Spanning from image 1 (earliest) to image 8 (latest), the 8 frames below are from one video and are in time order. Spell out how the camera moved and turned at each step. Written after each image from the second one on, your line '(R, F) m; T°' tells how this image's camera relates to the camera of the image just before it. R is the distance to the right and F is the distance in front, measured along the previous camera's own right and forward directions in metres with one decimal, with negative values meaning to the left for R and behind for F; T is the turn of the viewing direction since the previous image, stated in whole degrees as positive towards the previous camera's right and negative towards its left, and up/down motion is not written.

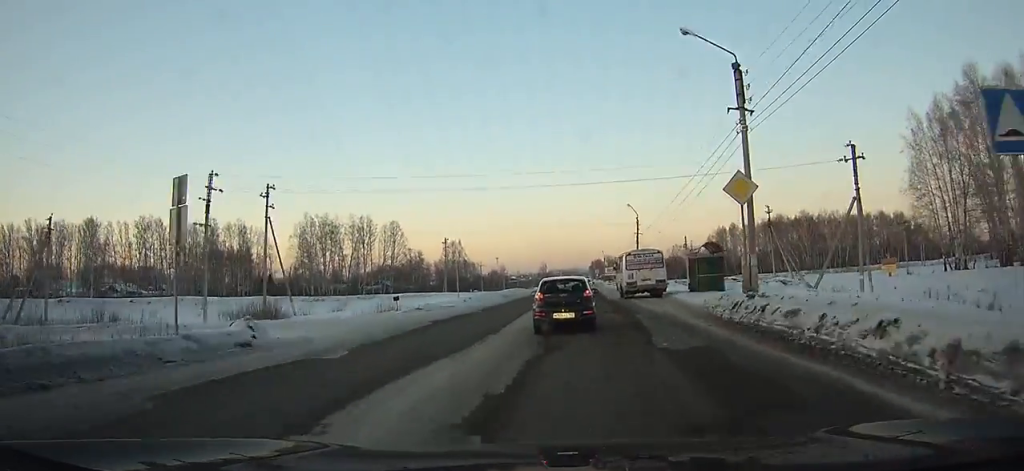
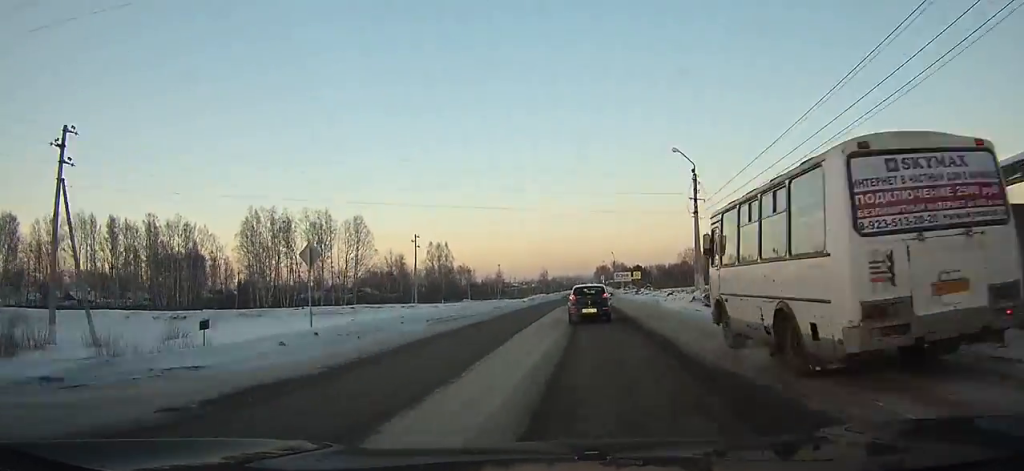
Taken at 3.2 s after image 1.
(+0.1, +30.7) m; +1°
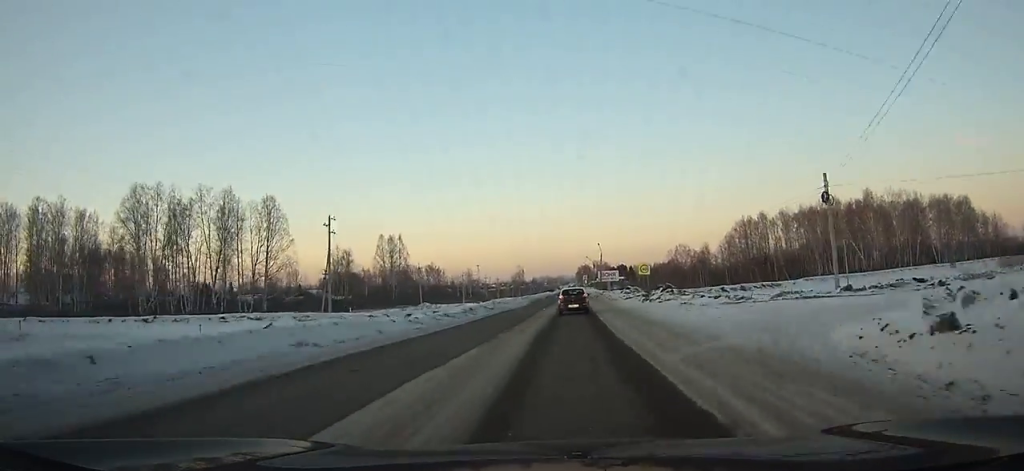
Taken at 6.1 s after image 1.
(+0.2, +31.6) m; 0°
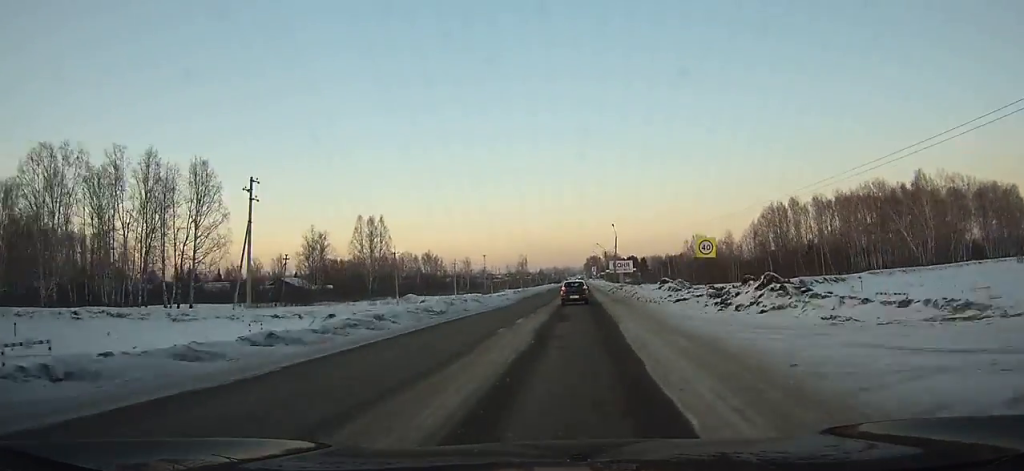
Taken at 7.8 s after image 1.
(+0.1, +20.0) m; 0°
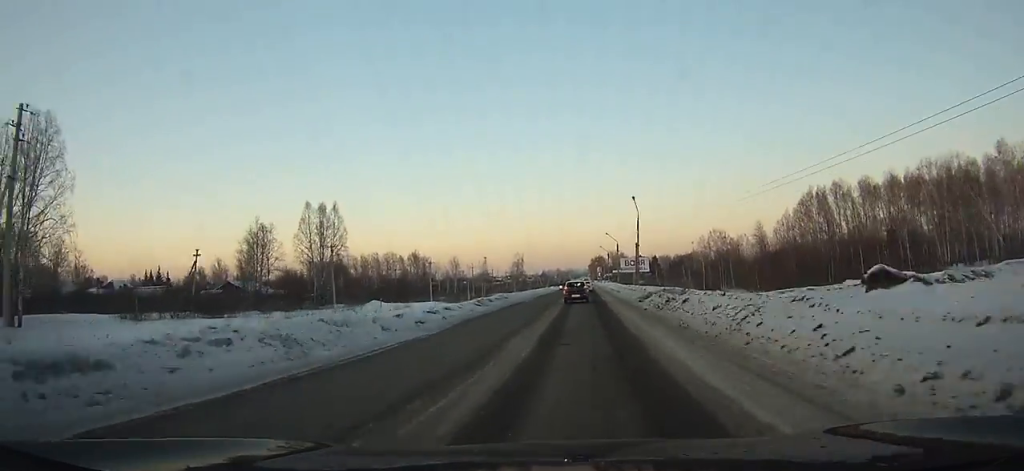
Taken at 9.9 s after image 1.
(-0.2, +27.7) m; 0°
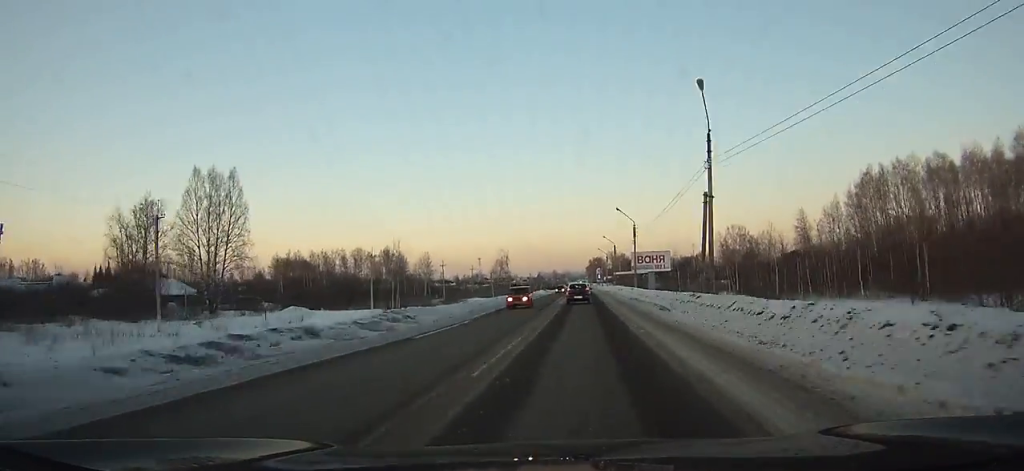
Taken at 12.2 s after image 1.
(0.0, +31.9) m; 0°
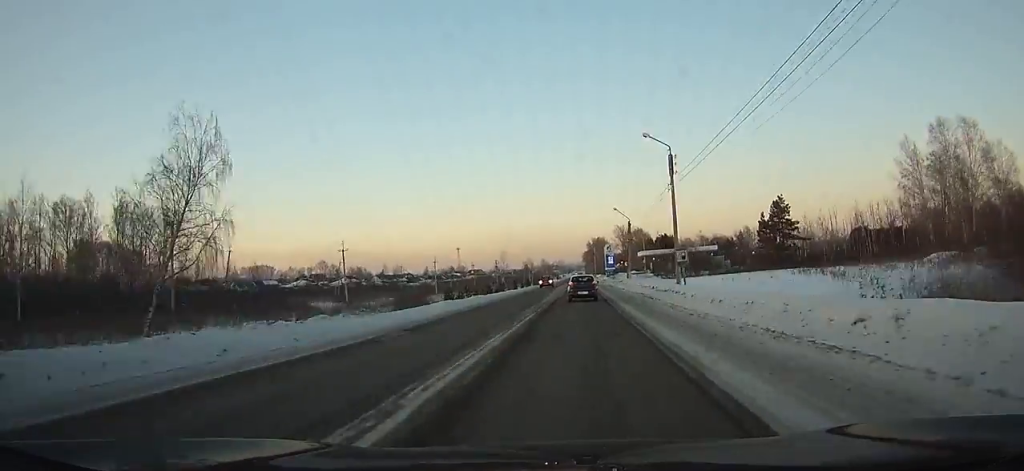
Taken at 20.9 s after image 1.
(+0.6, +126.4) m; 0°
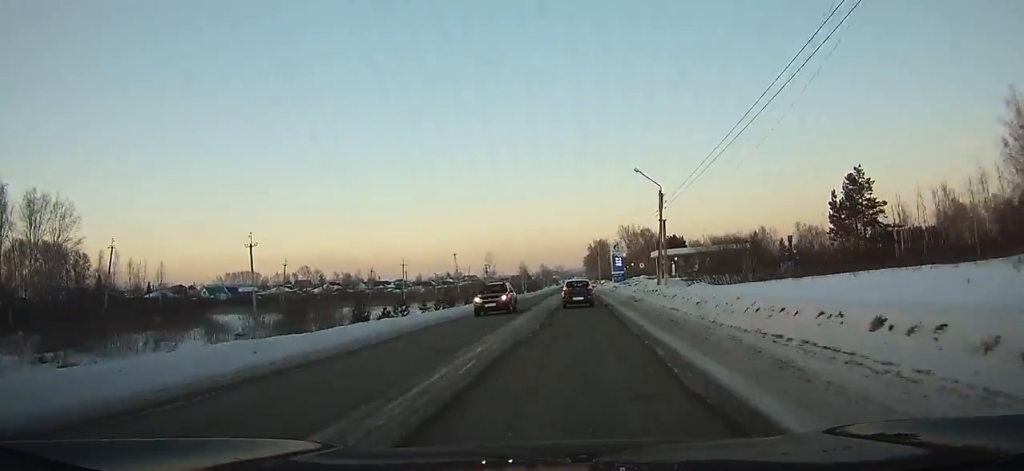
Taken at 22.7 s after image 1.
(-0.1, +25.4) m; 0°
